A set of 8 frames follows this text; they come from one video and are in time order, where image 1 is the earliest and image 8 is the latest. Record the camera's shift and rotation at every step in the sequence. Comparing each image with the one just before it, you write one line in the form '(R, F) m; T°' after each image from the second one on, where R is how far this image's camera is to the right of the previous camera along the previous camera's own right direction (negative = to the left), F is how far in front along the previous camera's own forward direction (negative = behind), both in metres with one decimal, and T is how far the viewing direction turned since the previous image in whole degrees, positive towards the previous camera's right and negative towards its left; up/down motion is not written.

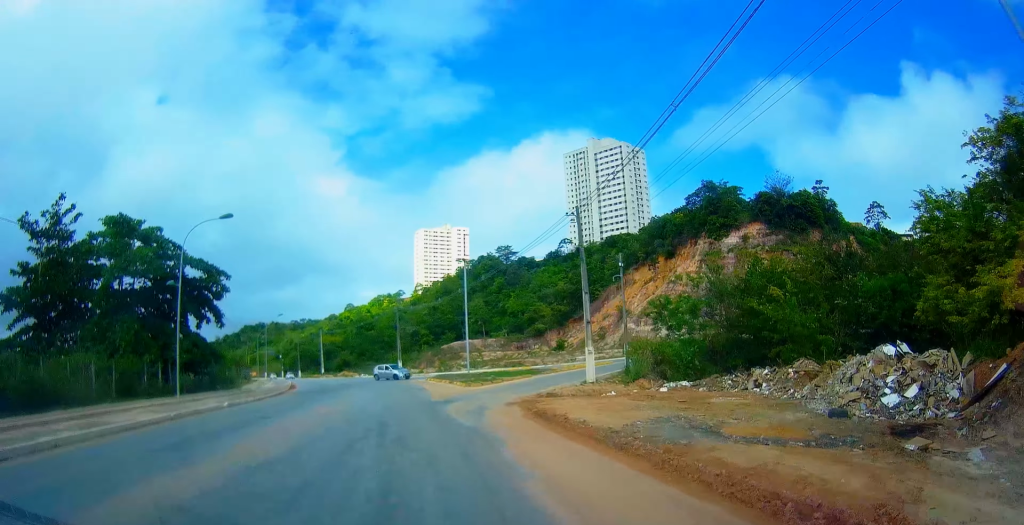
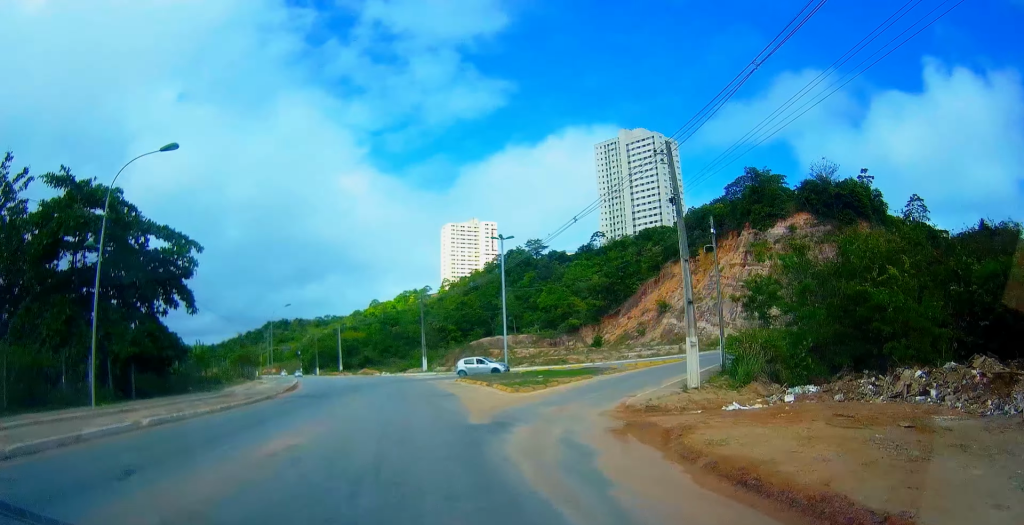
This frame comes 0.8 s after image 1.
(-0.3, +9.3) m; -3°
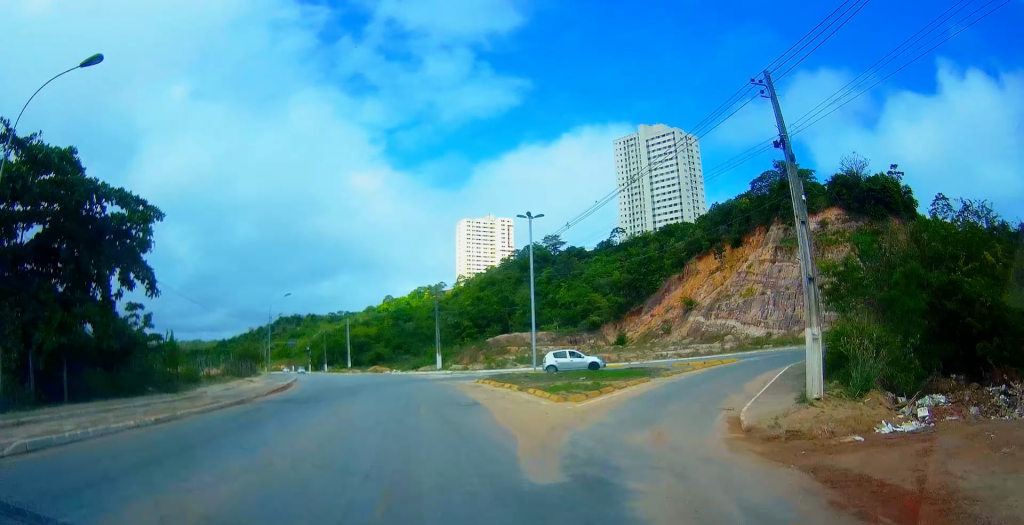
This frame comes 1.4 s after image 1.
(-0.4, +6.6) m; -1°
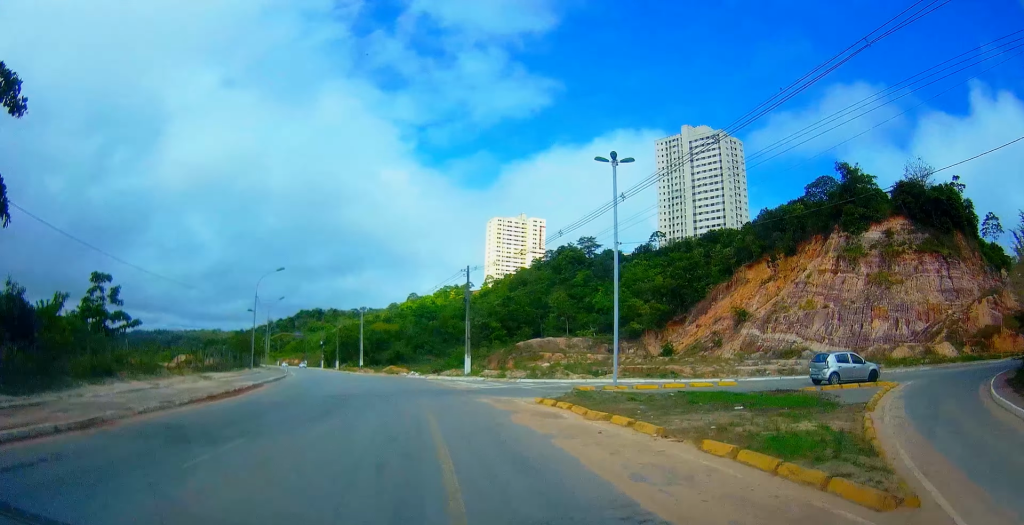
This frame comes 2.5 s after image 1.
(+0.3, +12.9) m; -1°
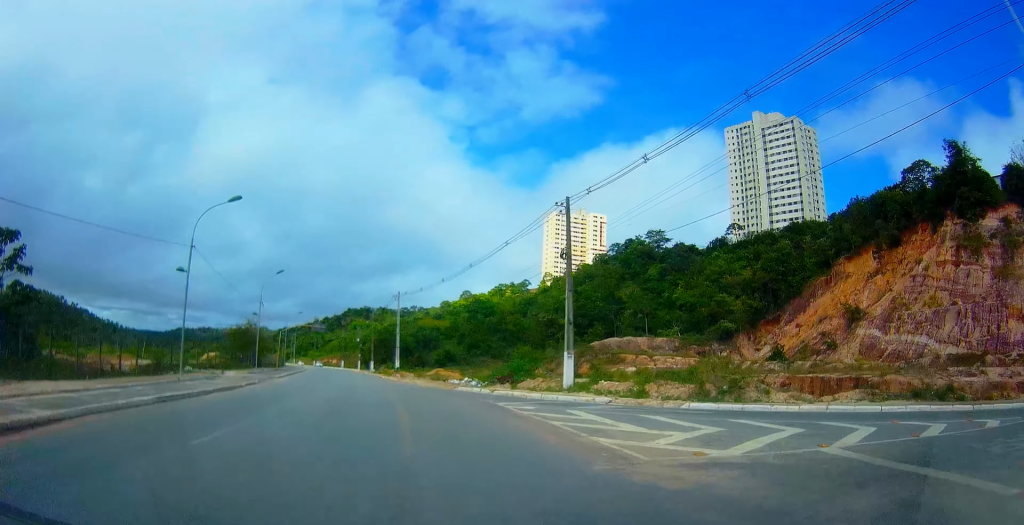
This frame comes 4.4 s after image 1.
(-1.4, +22.0) m; -5°
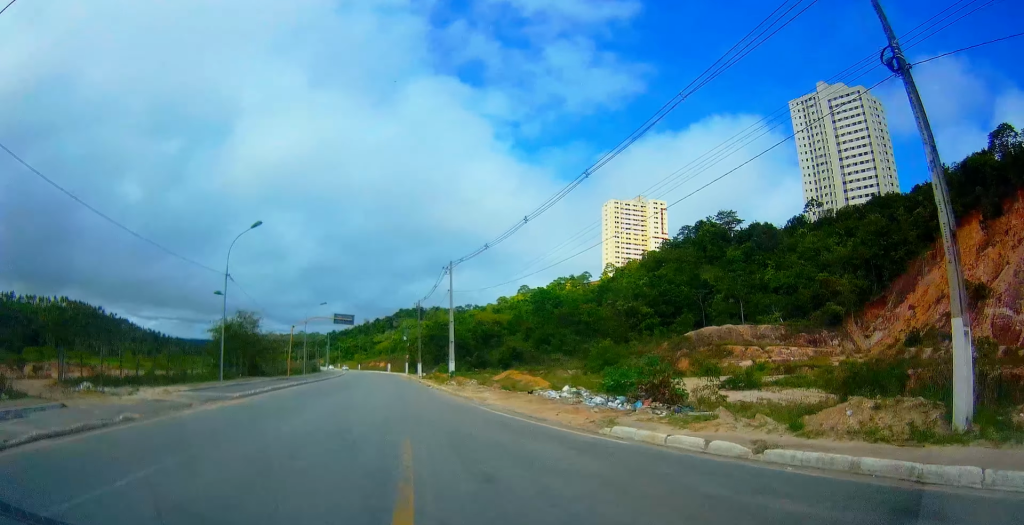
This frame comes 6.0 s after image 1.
(-0.9, +20.6) m; -3°
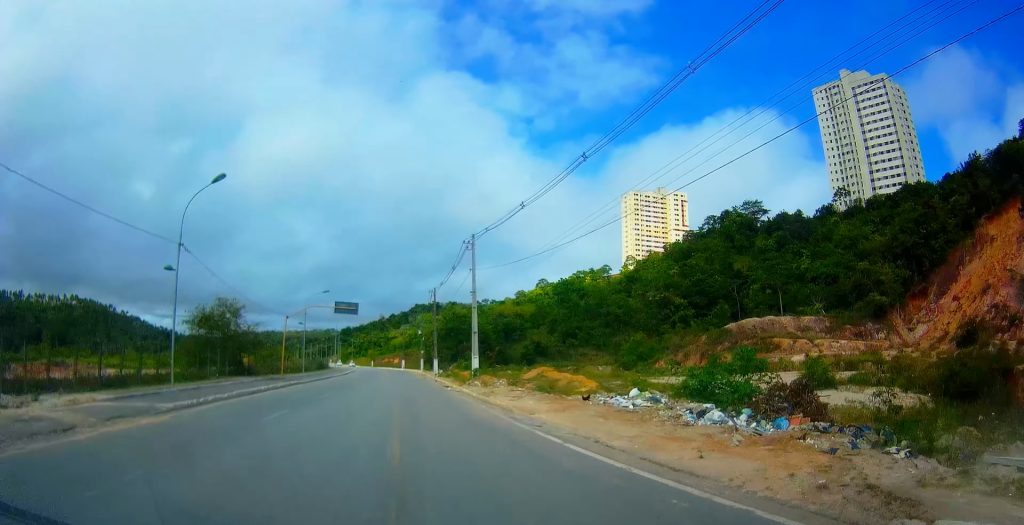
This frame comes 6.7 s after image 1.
(-0.2, +8.6) m; 0°
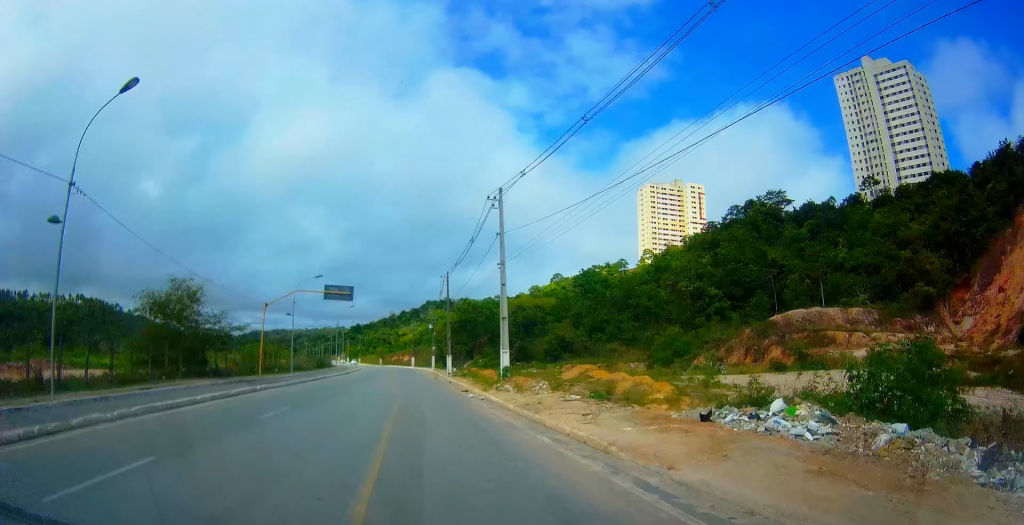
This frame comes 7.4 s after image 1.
(+0.6, +9.8) m; 0°
